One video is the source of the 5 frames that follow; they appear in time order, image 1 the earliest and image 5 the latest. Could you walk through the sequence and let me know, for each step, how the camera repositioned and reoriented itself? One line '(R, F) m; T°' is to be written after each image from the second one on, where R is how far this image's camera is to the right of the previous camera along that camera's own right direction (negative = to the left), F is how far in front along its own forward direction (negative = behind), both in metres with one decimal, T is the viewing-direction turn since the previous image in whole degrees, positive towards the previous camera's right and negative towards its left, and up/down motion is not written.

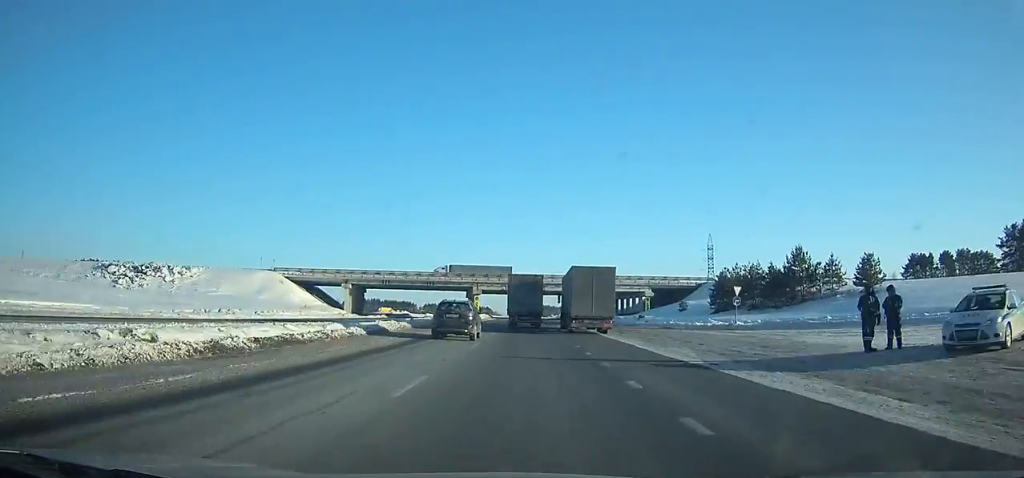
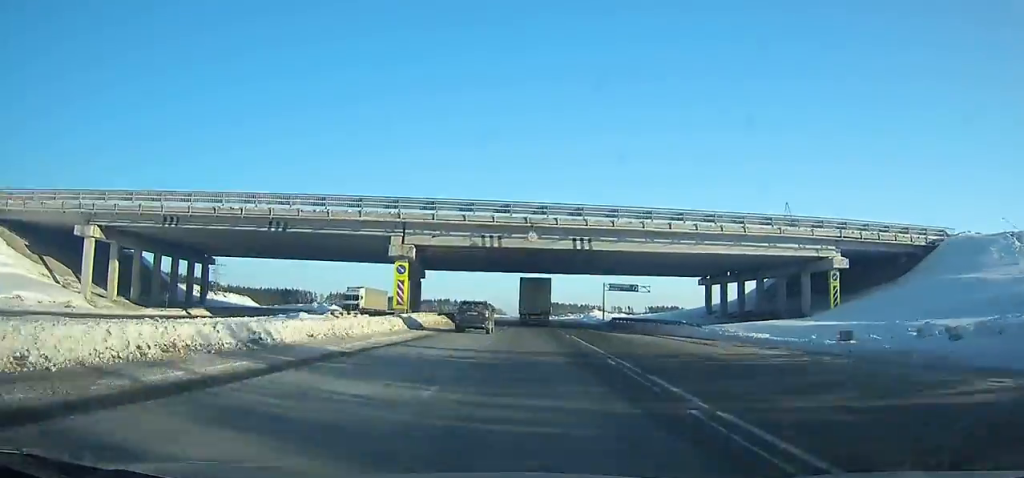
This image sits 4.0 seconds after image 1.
(-0.3, +75.1) m; -1°
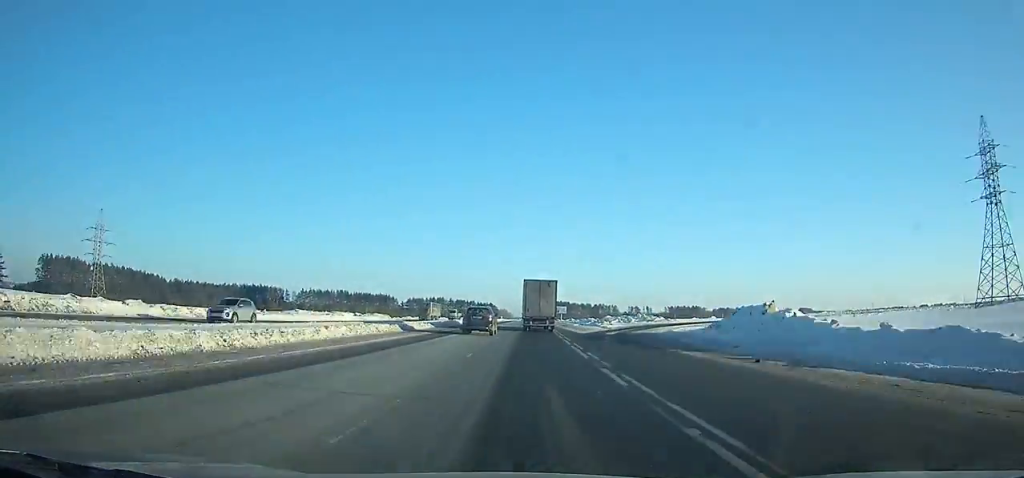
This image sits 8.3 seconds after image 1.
(-0.3, +90.2) m; 0°
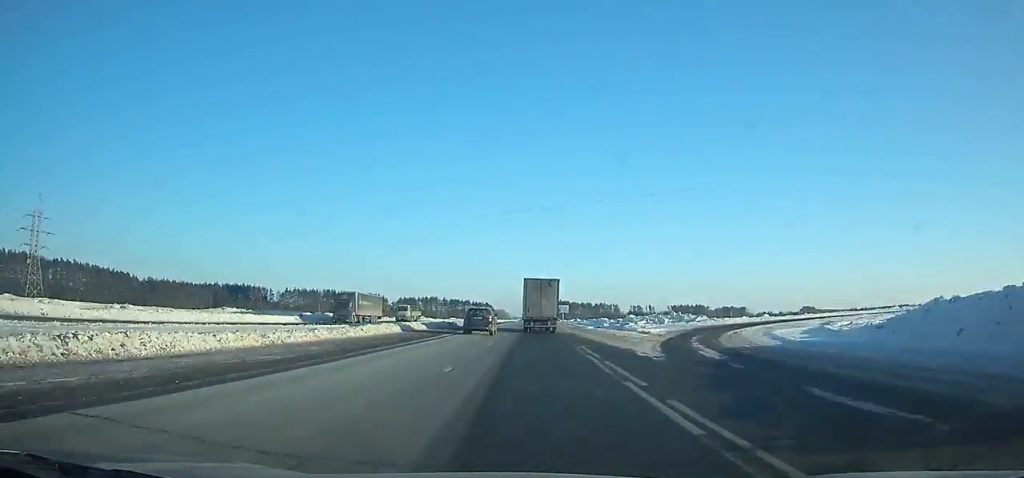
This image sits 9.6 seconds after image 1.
(+0.1, +28.9) m; 0°
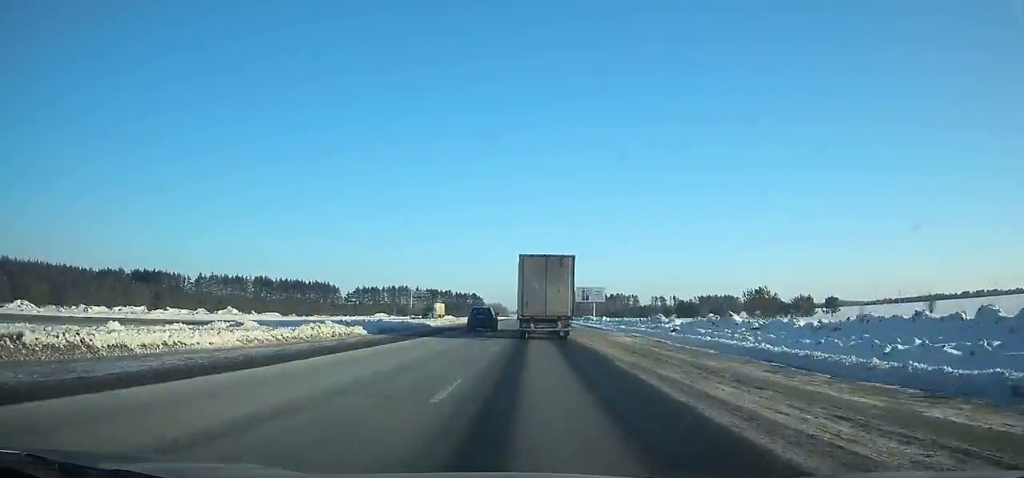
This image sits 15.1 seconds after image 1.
(-1.0, +127.8) m; -4°
